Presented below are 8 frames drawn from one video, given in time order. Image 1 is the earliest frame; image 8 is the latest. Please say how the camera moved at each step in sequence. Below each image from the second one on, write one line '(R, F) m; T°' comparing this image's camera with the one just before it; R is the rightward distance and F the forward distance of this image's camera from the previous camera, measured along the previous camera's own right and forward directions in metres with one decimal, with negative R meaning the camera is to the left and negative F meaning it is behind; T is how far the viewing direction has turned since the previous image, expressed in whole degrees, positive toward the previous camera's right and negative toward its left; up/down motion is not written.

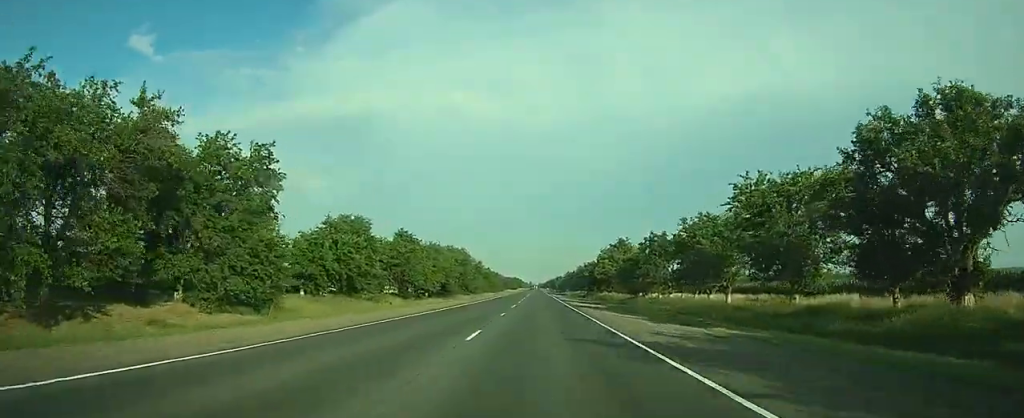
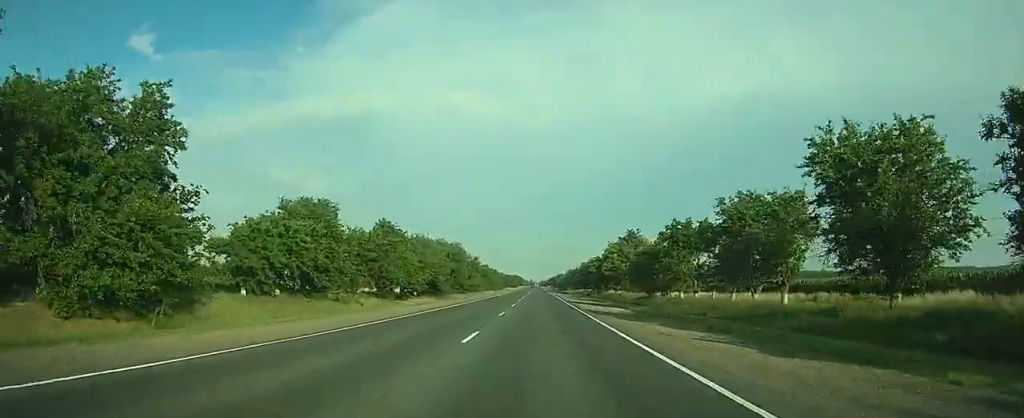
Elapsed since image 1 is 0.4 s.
(0.0, +12.6) m; 0°
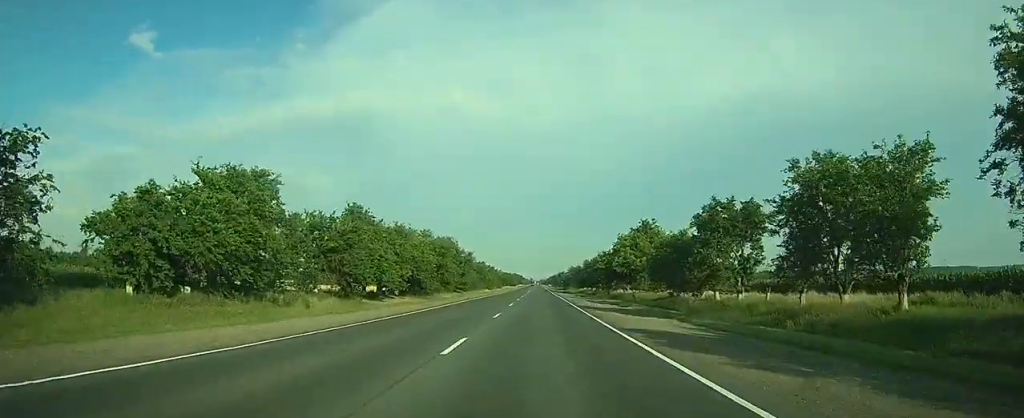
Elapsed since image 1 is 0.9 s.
(0.0, +14.6) m; 0°
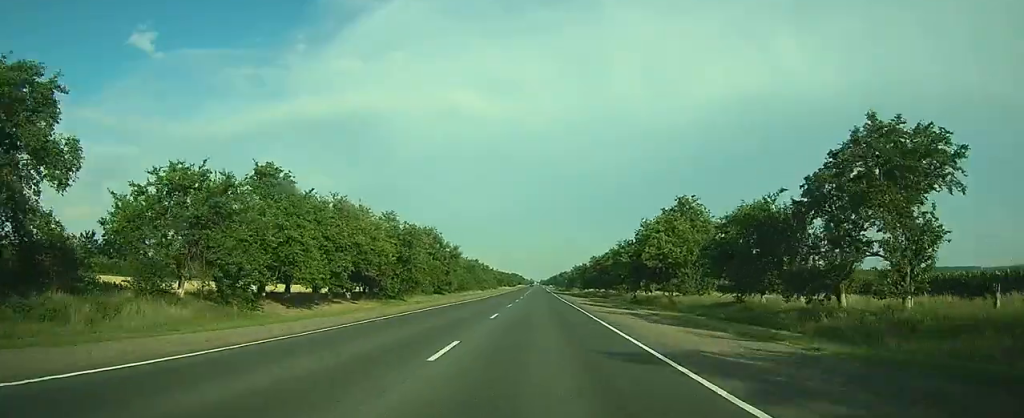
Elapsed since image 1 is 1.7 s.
(0.0, +24.8) m; 0°
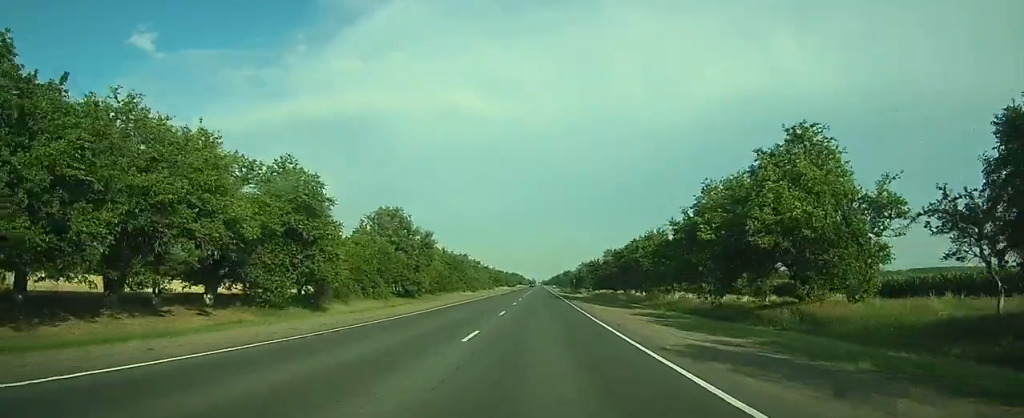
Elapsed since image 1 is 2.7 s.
(0.0, +31.3) m; 0°
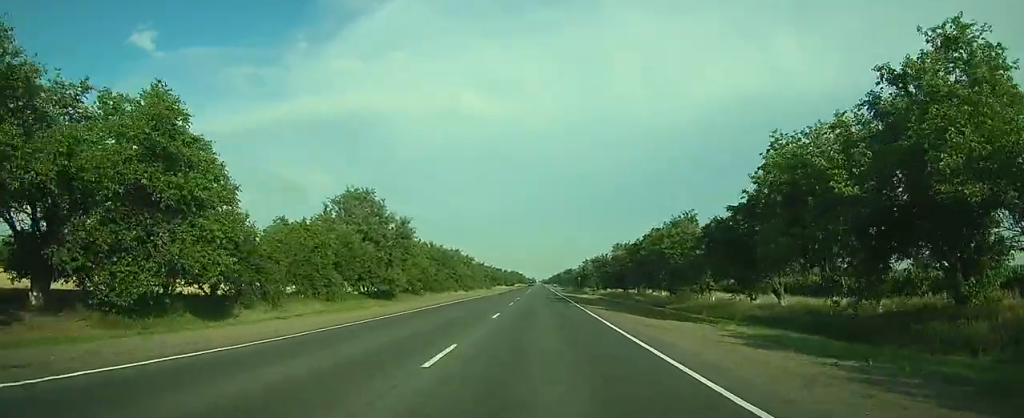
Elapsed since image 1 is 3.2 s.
(0.0, +15.9) m; 0°
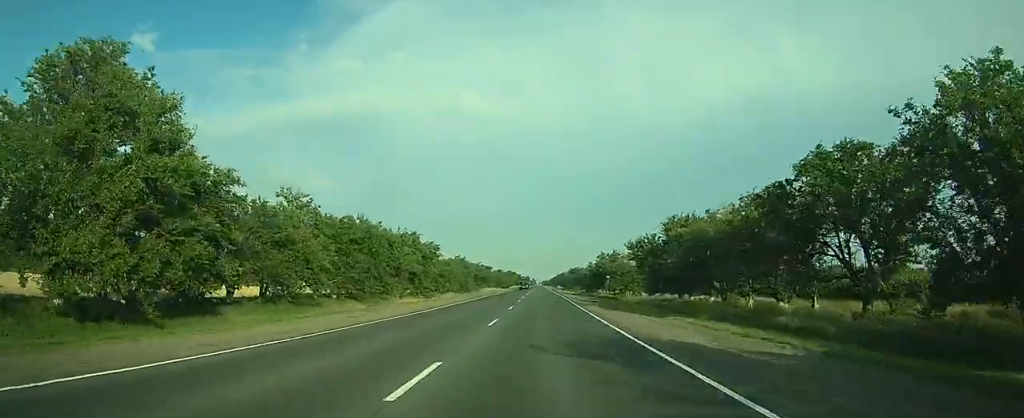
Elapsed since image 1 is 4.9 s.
(-0.1, +45.9) m; 0°
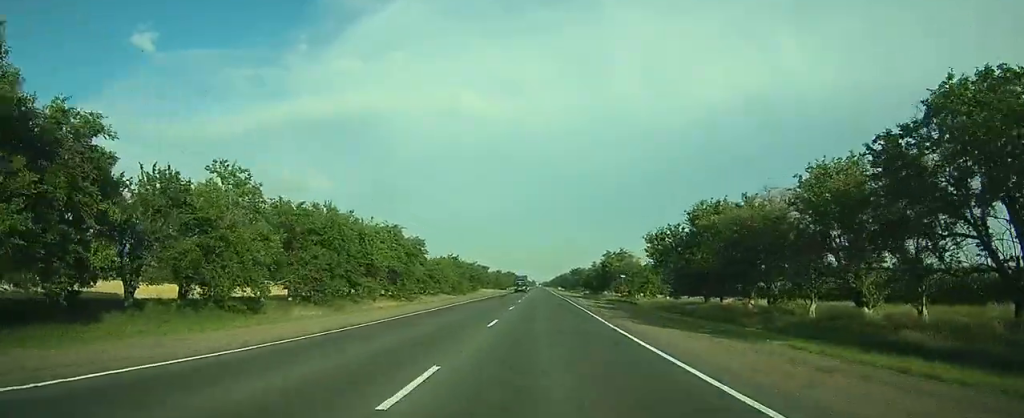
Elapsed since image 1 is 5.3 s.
(0.0, +10.8) m; 0°
